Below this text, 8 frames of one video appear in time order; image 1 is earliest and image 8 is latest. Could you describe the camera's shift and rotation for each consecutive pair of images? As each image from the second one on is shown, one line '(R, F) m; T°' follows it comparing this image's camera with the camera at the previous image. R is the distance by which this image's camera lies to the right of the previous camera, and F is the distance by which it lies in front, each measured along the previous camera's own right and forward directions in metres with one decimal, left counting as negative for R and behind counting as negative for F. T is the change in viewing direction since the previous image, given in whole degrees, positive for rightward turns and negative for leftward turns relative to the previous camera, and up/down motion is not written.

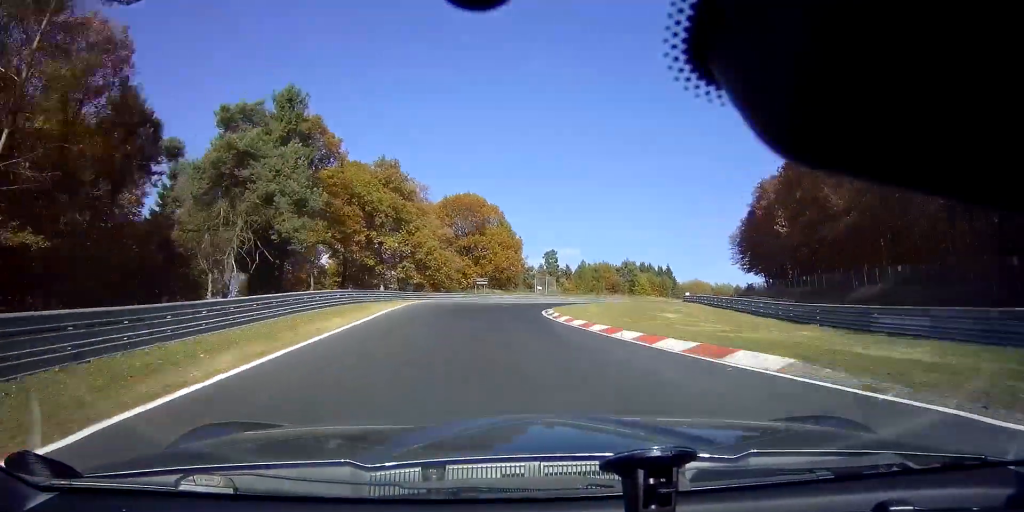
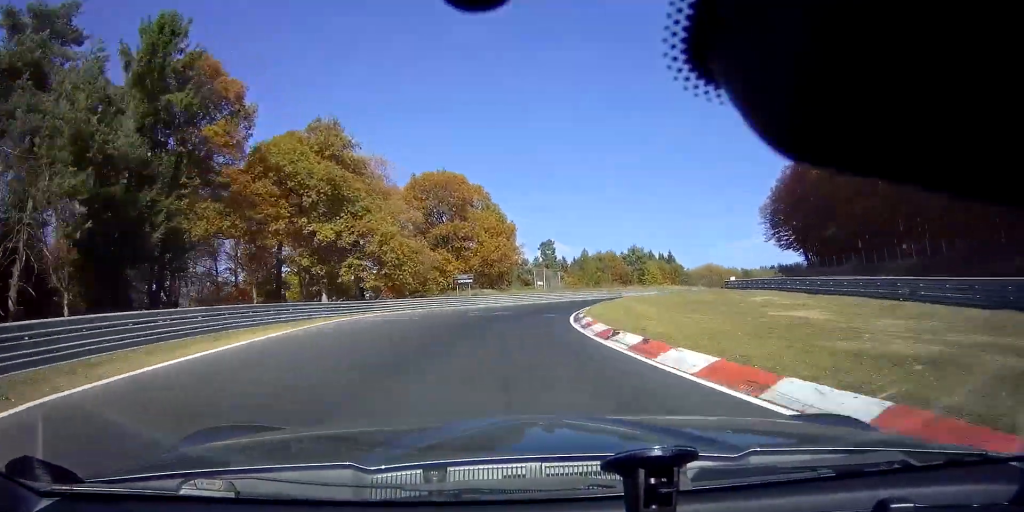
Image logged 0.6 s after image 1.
(-0.3, +17.3) m; +2°
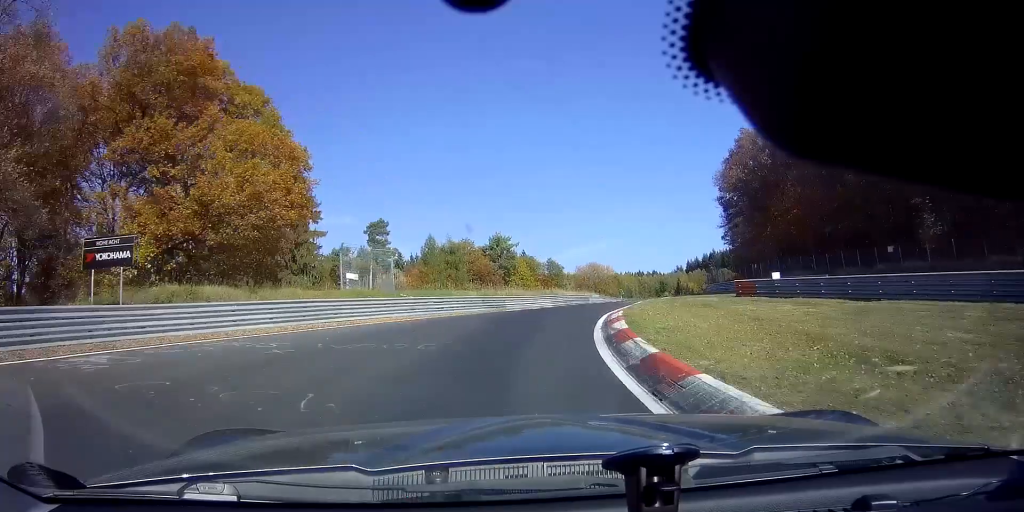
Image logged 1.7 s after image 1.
(+2.7, +32.6) m; +13°
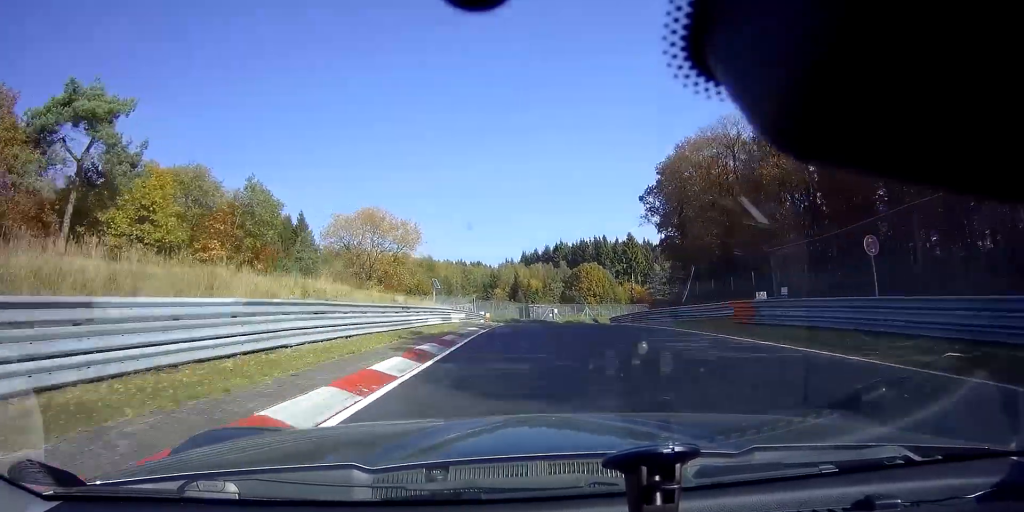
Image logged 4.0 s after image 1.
(+14.1, +61.3) m; +19°
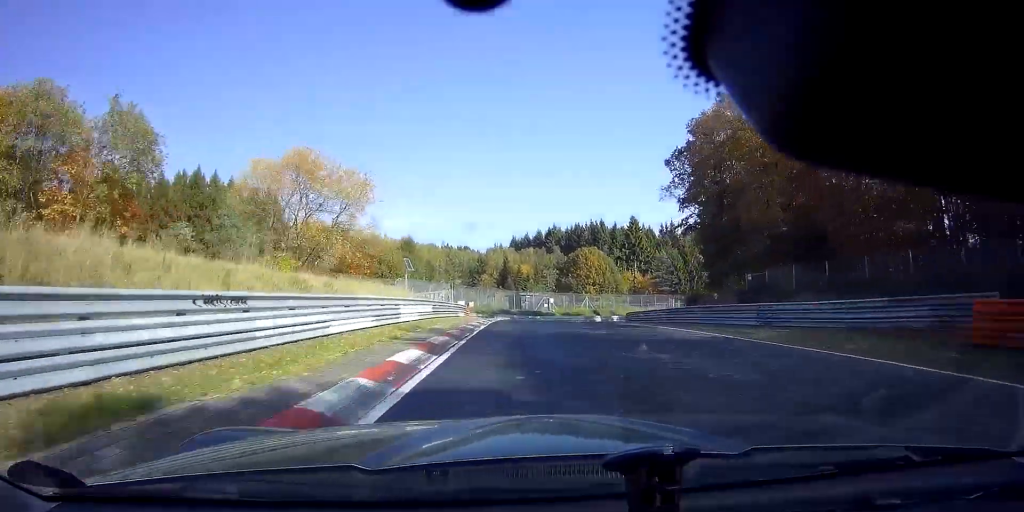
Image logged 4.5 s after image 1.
(+0.2, +13.8) m; +2°
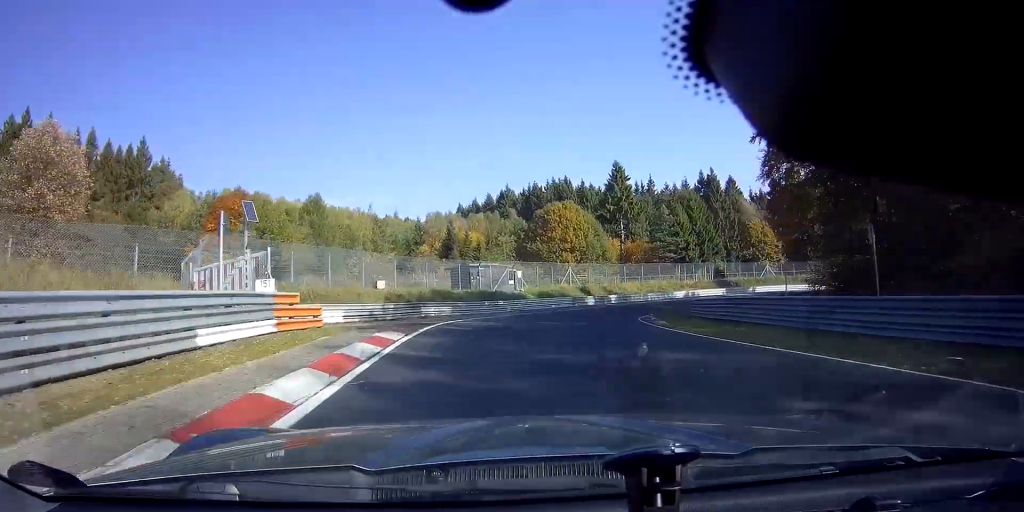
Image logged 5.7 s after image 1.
(+1.7, +31.8) m; +11°
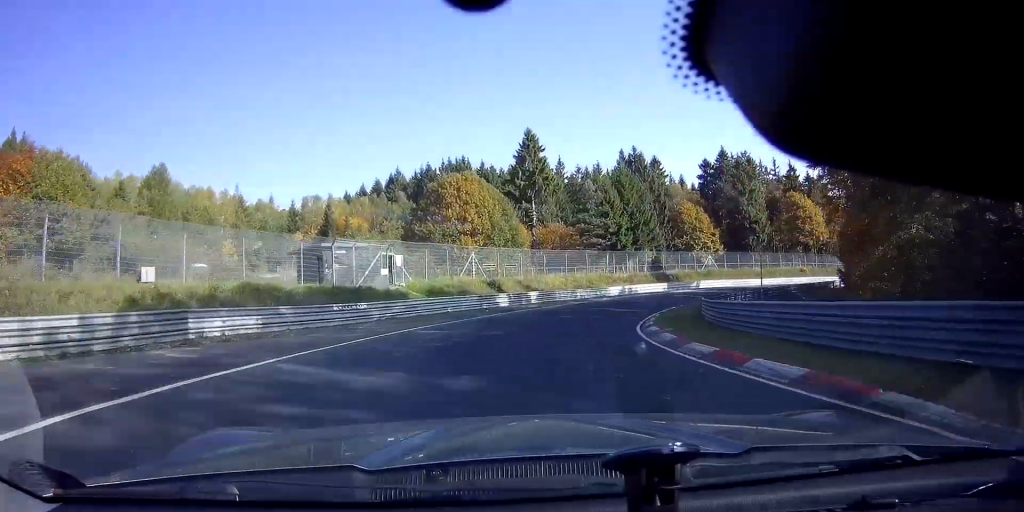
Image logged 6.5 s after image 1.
(+1.4, +18.5) m; +12°
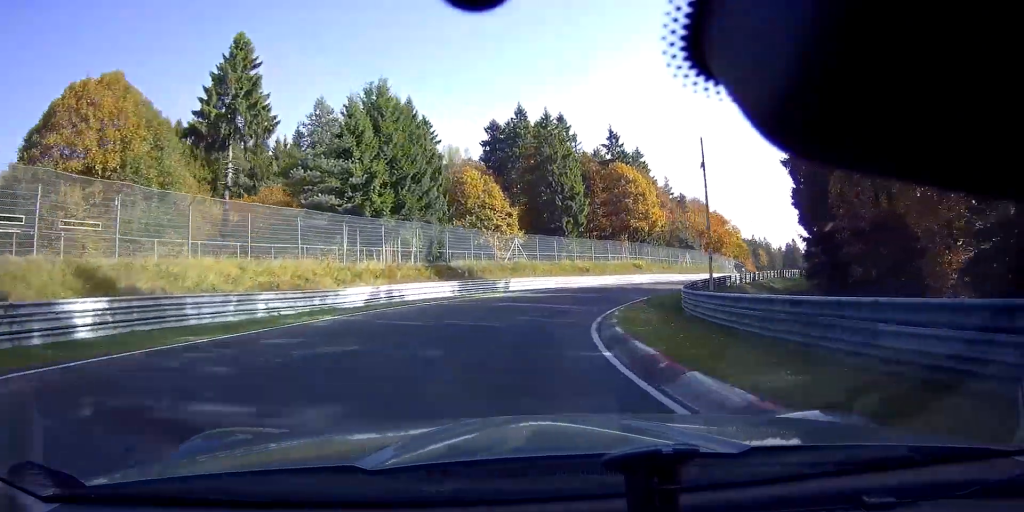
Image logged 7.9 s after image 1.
(+6.9, +31.3) m; +24°
